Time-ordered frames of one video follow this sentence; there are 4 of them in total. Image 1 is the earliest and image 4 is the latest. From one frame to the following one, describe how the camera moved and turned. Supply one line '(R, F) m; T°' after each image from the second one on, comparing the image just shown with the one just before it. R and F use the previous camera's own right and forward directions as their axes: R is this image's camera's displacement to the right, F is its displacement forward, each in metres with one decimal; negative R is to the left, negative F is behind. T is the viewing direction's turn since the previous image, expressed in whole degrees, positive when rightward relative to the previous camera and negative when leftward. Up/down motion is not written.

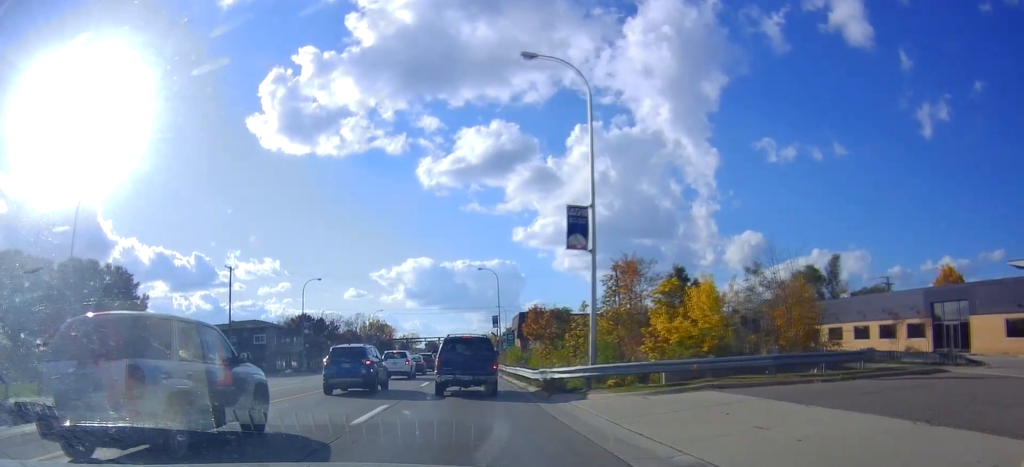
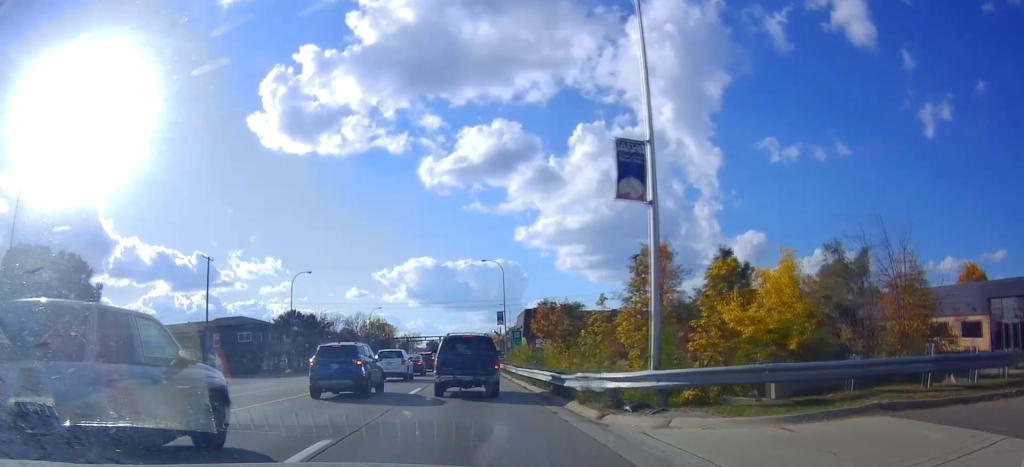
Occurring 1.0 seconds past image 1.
(-0.3, +6.8) m; -2°
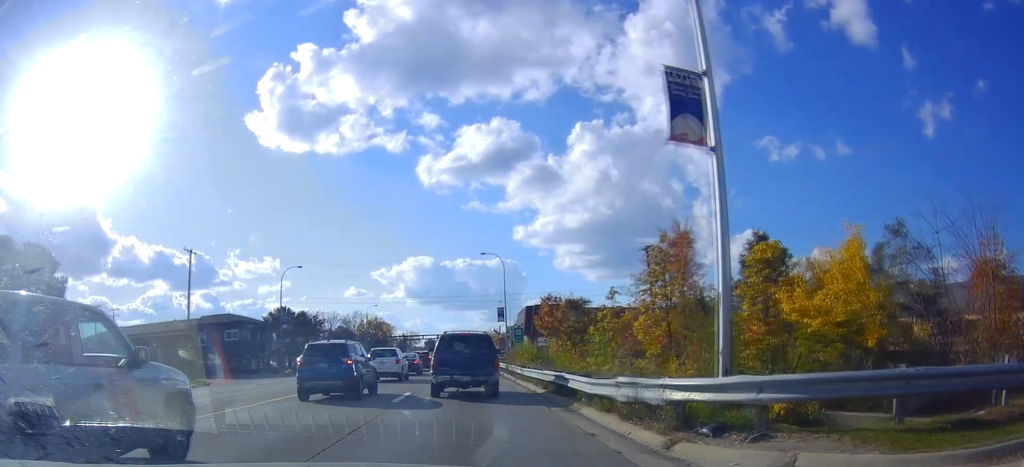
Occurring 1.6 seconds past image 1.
(-0.1, +4.0) m; +1°
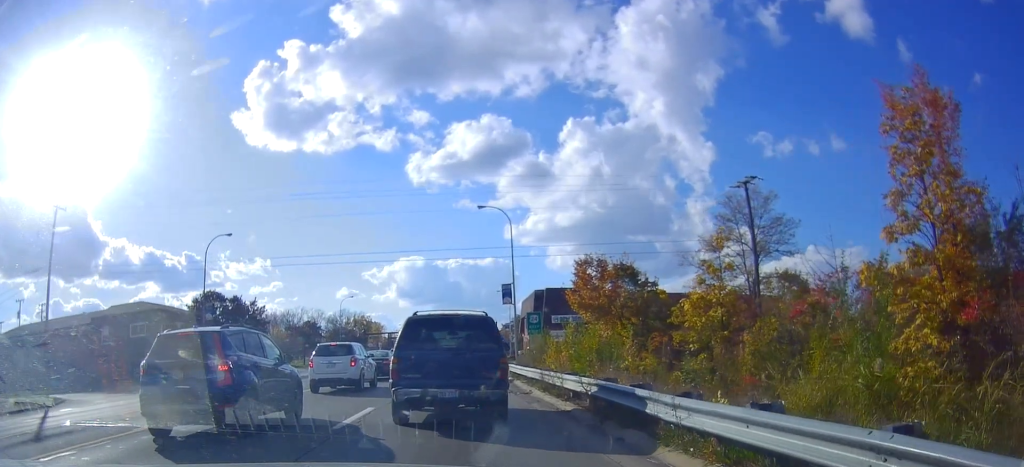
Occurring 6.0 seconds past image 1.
(+1.5, +23.8) m; -3°
